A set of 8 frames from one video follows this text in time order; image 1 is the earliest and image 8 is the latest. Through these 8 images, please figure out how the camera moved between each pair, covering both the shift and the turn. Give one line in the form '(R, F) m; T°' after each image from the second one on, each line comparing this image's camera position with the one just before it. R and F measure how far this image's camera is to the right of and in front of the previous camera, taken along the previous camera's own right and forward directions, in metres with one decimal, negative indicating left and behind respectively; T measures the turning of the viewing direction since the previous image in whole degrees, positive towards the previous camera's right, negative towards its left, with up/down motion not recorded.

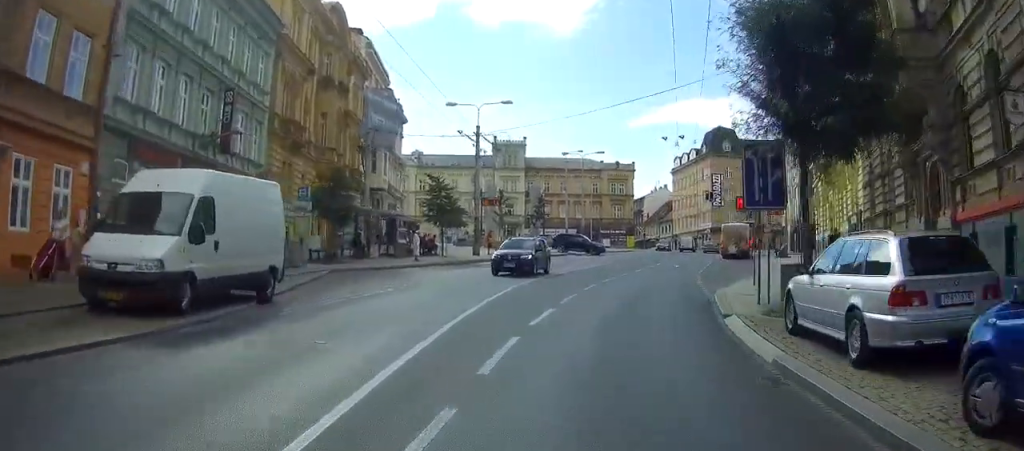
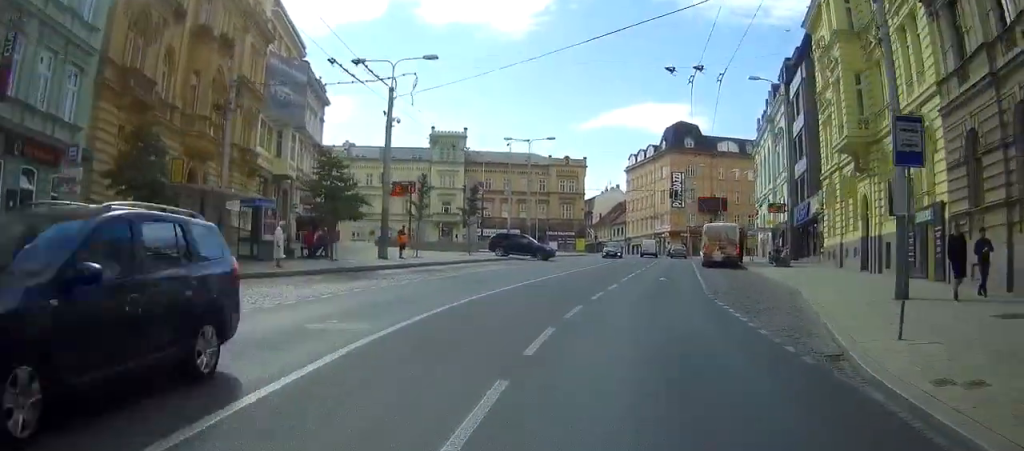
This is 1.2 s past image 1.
(0.0, +13.2) m; +3°
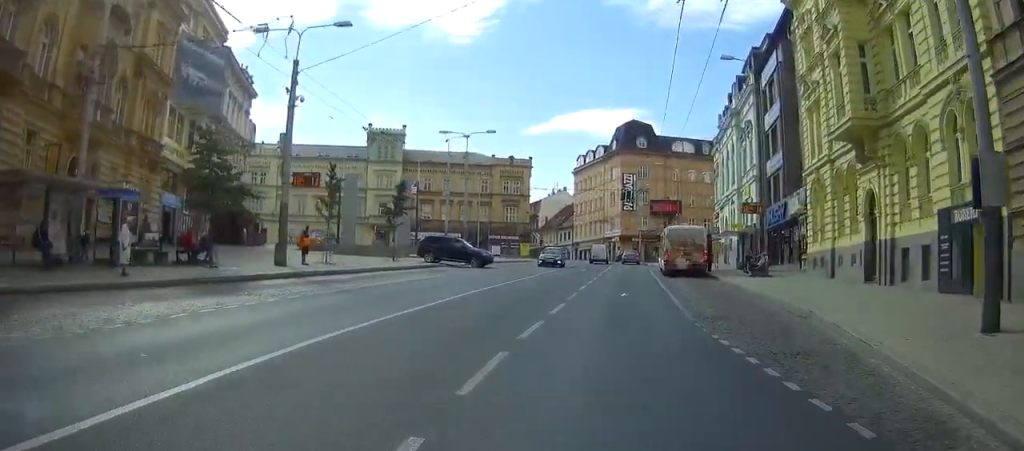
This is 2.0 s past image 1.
(+0.2, +7.3) m; +5°
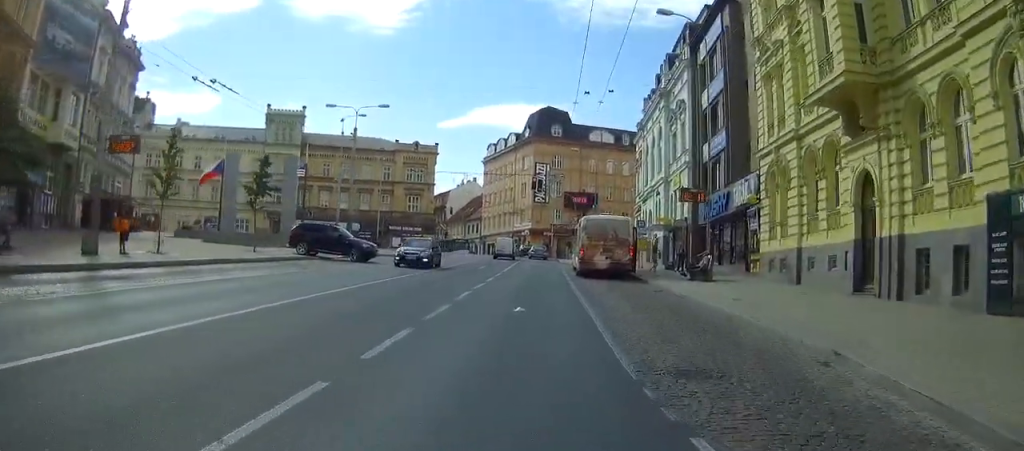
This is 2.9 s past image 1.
(+0.5, +8.2) m; +4°
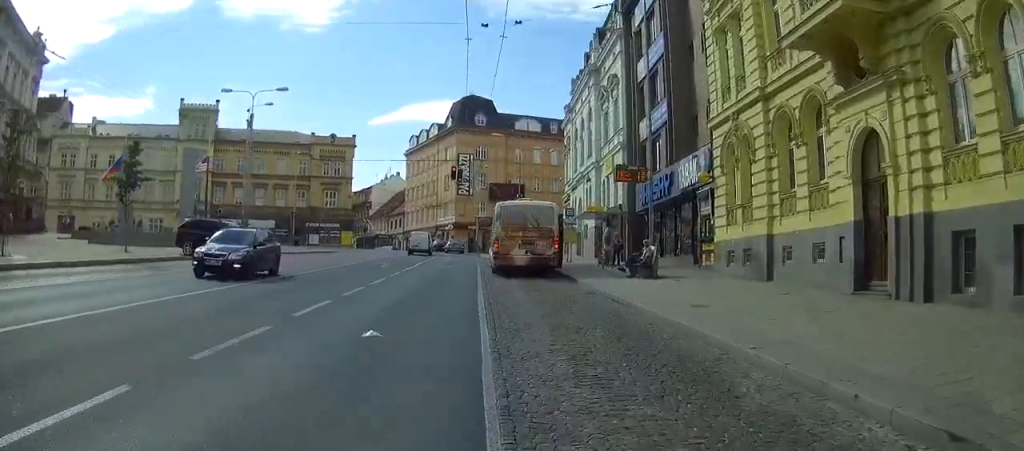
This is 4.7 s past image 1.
(+0.1, +12.0) m; +1°
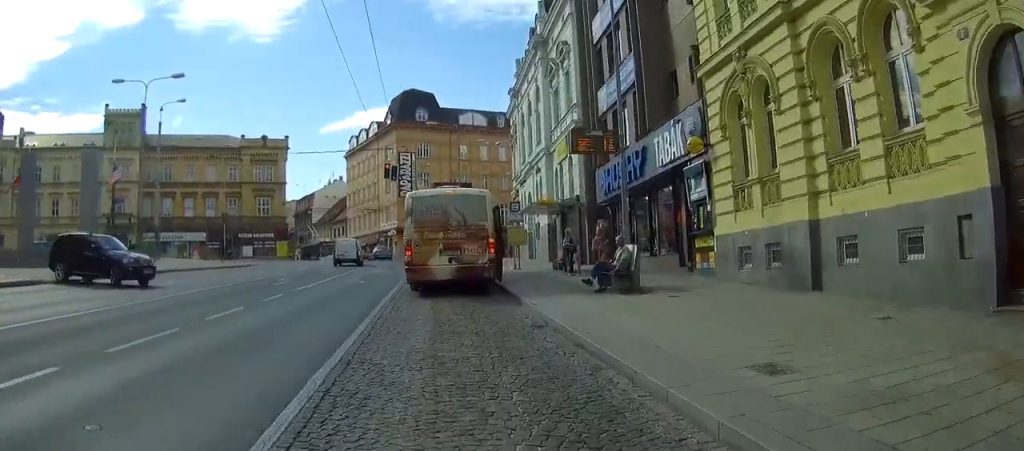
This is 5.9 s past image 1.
(+0.1, +7.3) m; -1°
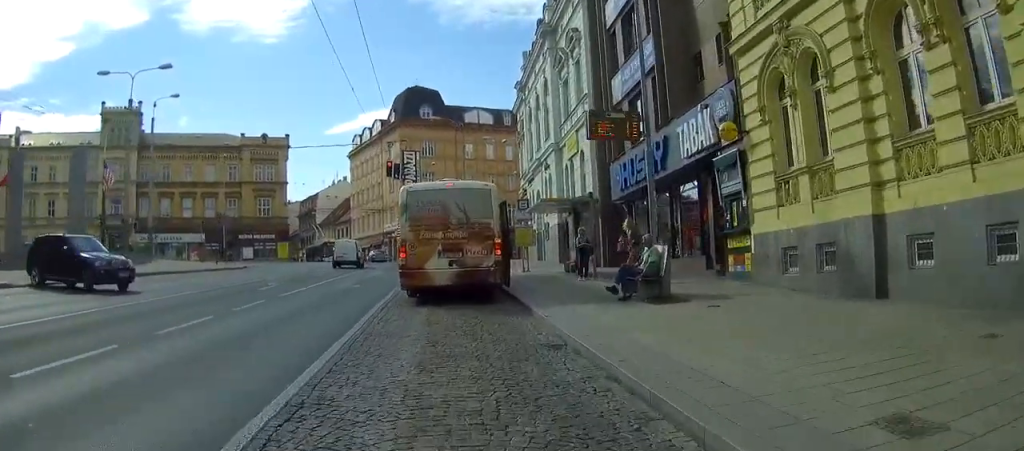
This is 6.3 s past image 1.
(0.0, +2.6) m; -2°
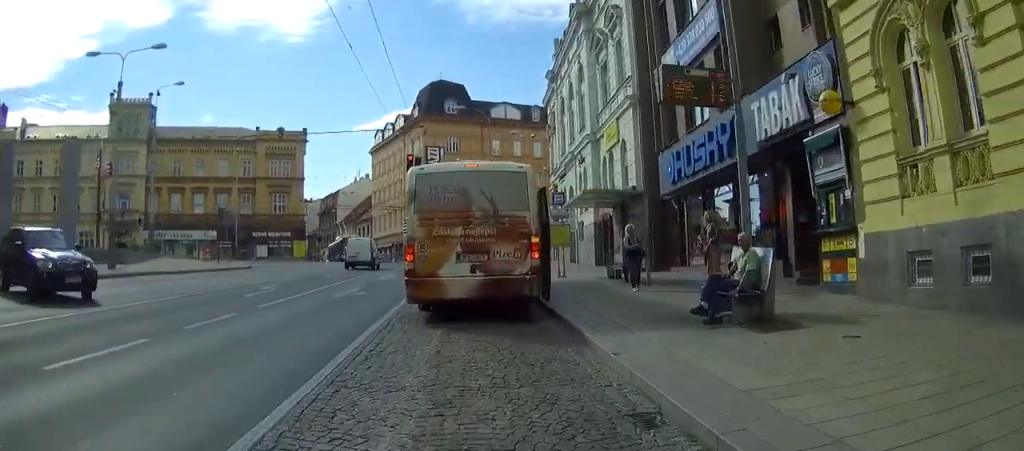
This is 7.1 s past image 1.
(-0.1, +4.7) m; -5°
